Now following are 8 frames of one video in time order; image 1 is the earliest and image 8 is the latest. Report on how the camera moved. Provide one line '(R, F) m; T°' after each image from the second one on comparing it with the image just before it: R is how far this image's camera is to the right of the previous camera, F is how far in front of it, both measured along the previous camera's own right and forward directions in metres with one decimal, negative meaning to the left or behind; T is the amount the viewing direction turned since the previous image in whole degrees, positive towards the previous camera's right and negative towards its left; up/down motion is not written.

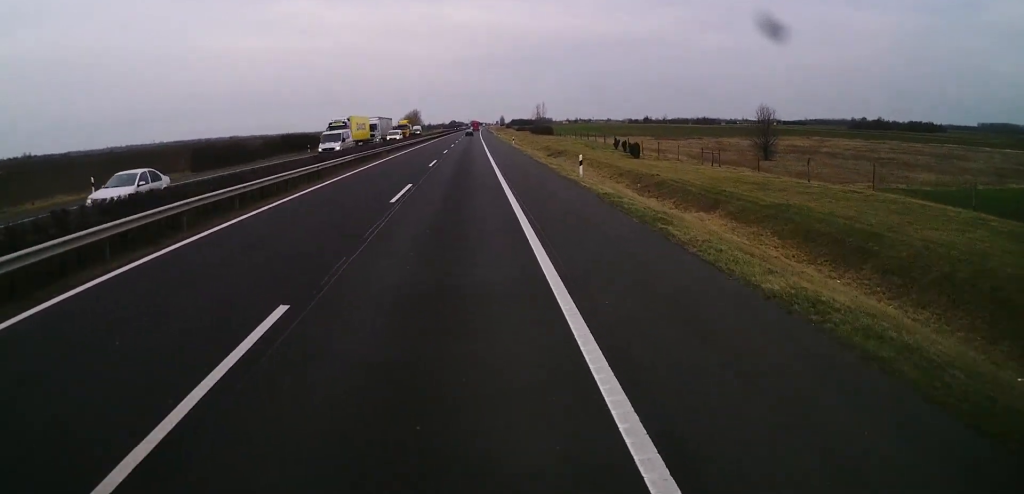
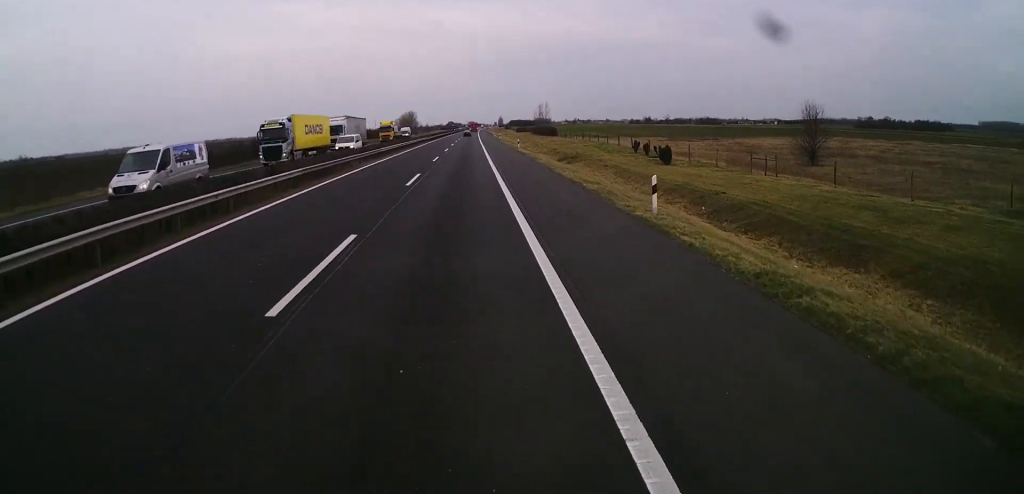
(0.0, +12.3) m; 0°
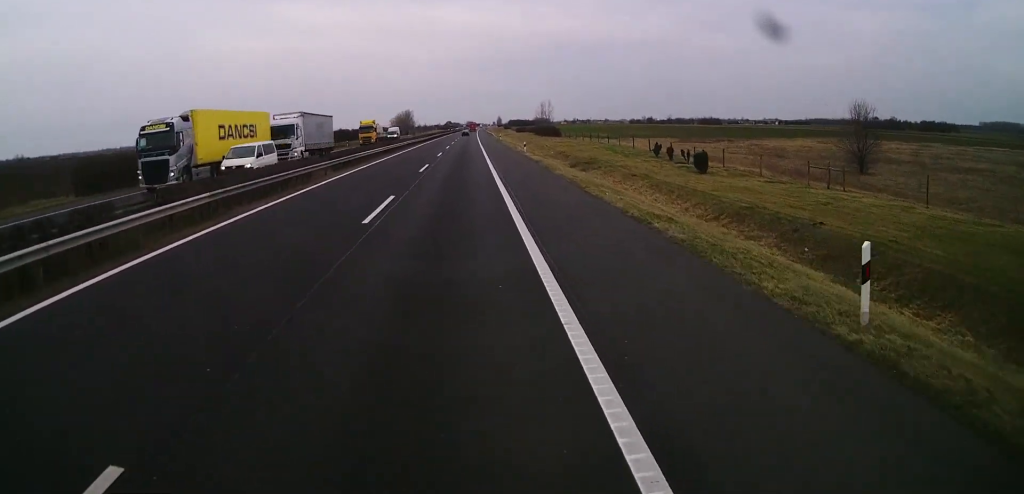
(0.0, +10.0) m; 0°
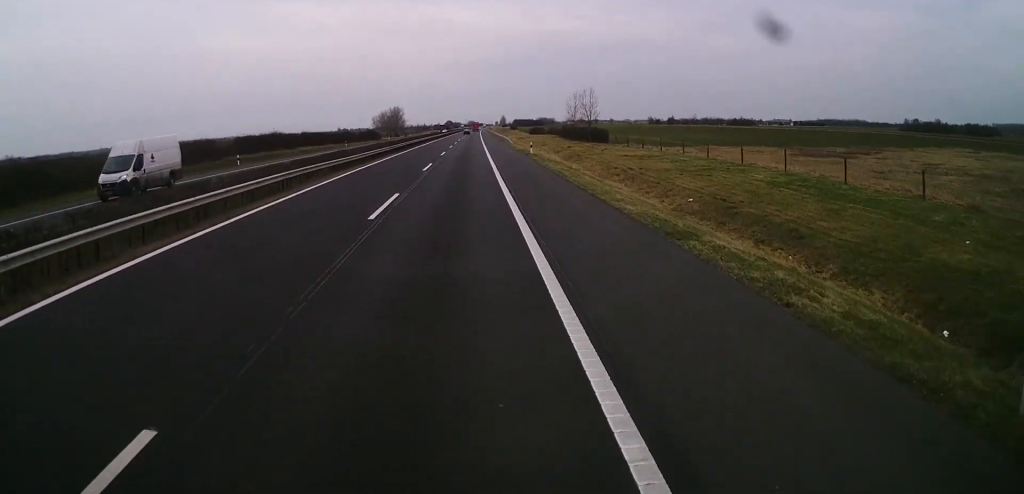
(+0.4, +53.4) m; +1°
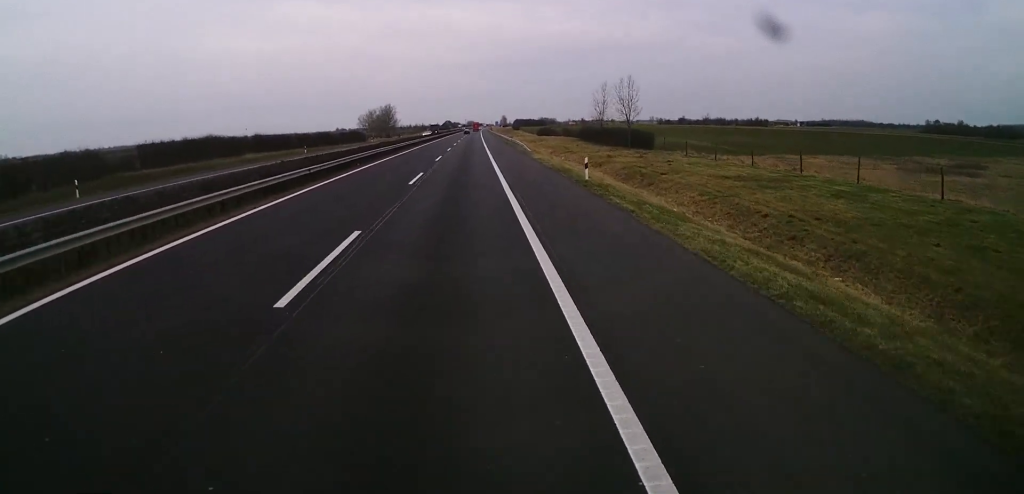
(-0.1, +26.3) m; -1°
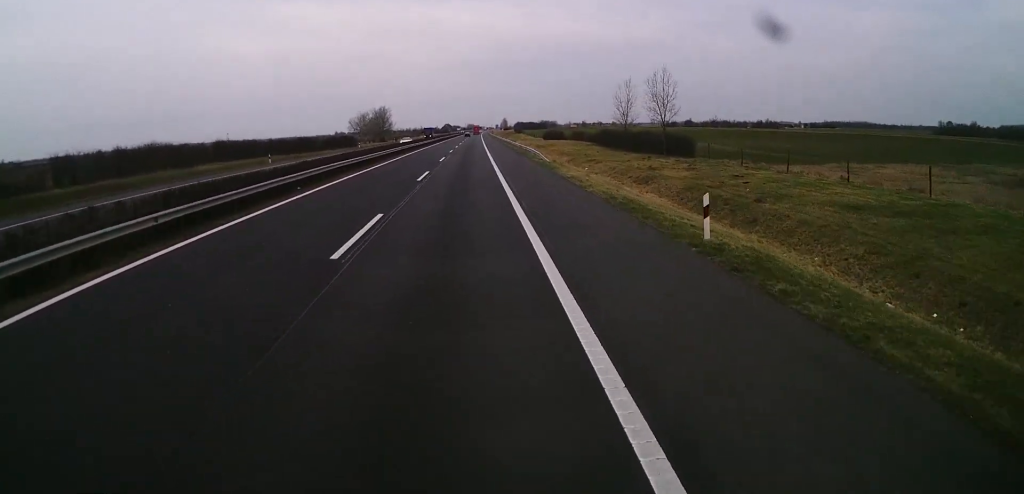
(0.0, +14.7) m; 0°
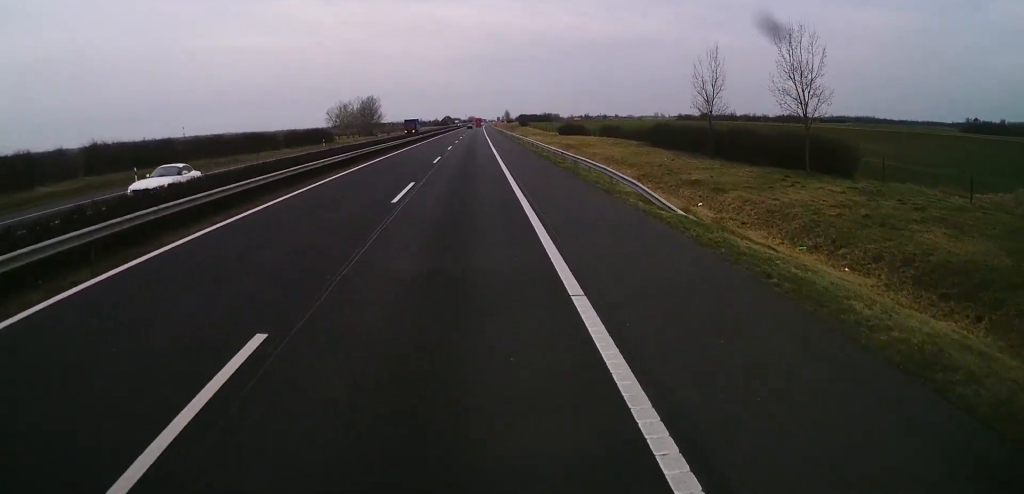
(0.0, +28.5) m; 0°
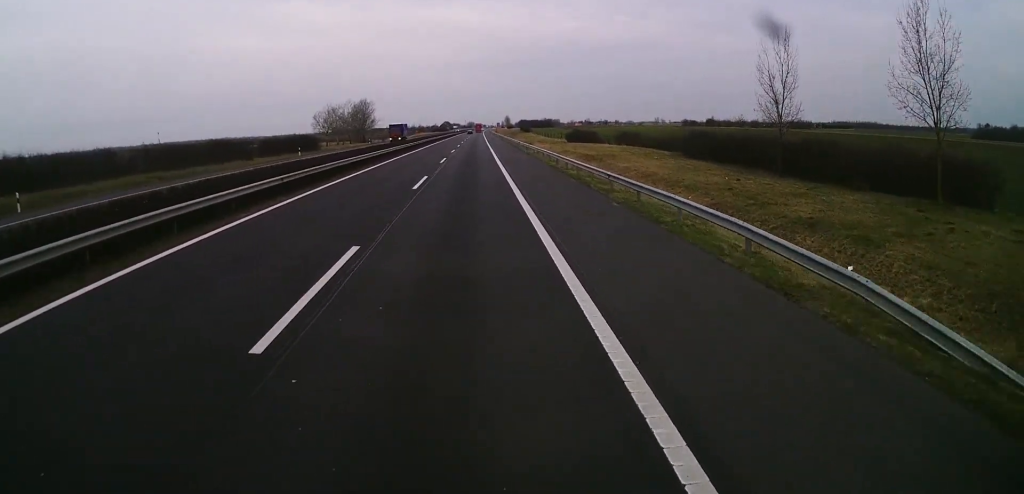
(0.0, +12.3) m; 0°
